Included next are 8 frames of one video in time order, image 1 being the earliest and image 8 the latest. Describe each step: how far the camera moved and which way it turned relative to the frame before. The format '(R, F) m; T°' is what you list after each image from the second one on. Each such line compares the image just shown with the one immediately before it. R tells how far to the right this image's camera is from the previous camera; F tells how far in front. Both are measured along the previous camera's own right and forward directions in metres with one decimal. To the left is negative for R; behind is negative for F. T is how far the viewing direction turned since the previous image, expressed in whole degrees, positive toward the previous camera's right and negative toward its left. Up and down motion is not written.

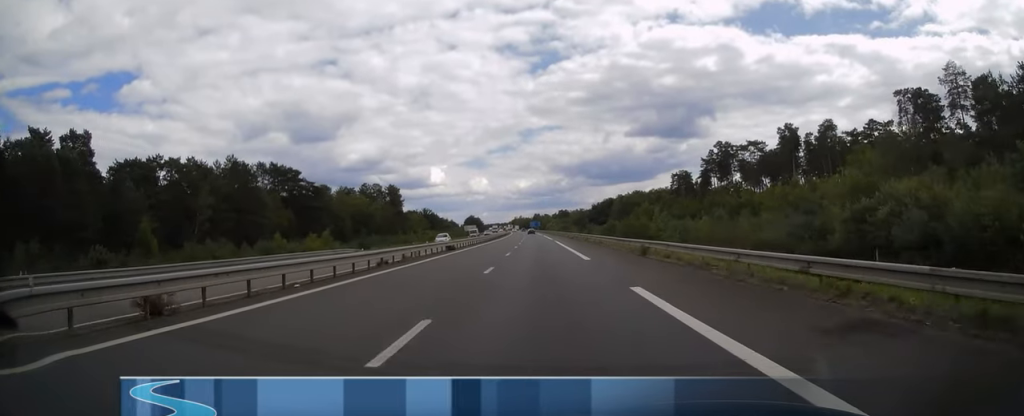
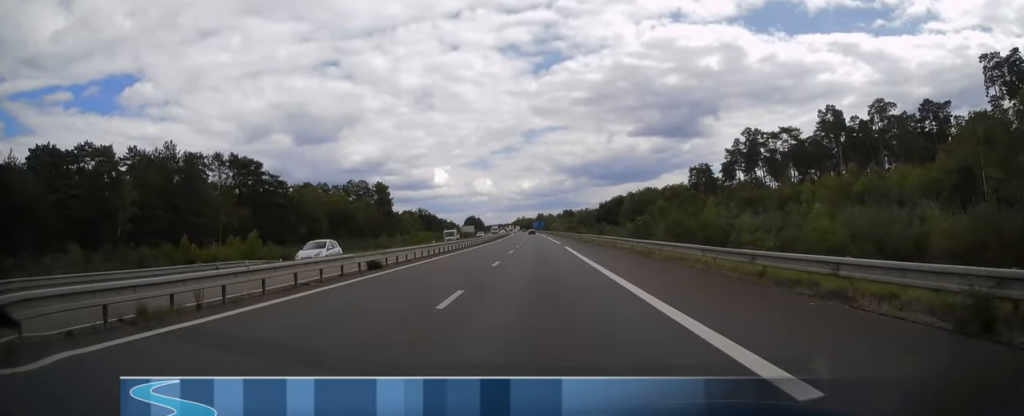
(0.0, +21.0) m; 0°
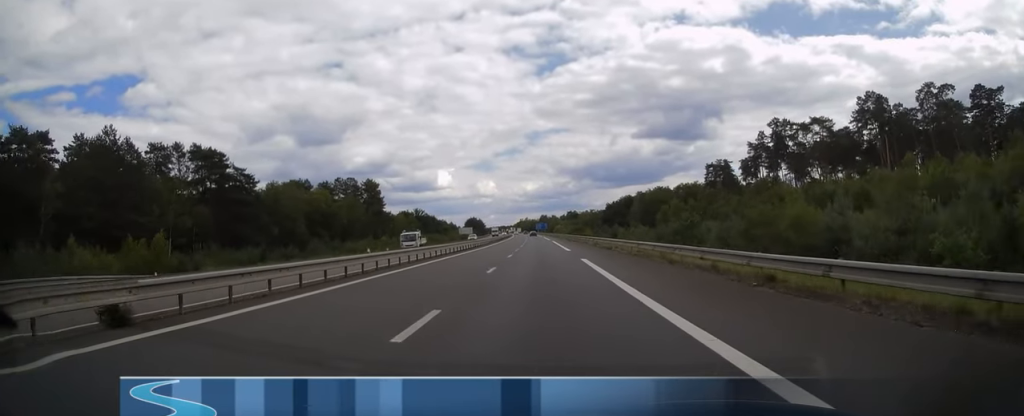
(0.0, +15.6) m; 0°
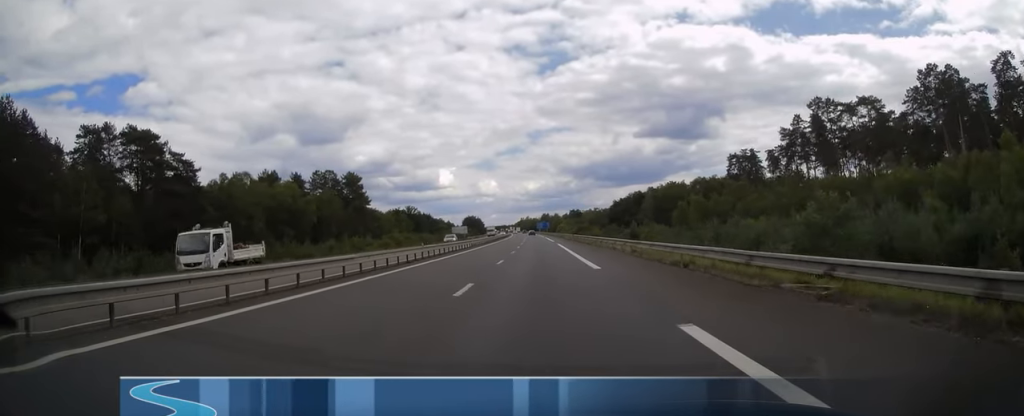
(0.0, +20.1) m; 0°
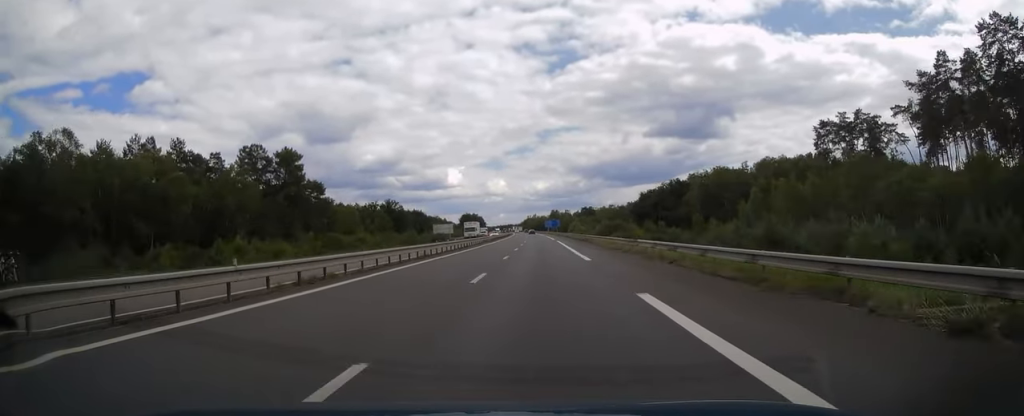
(-0.6, +47.9) m; -1°
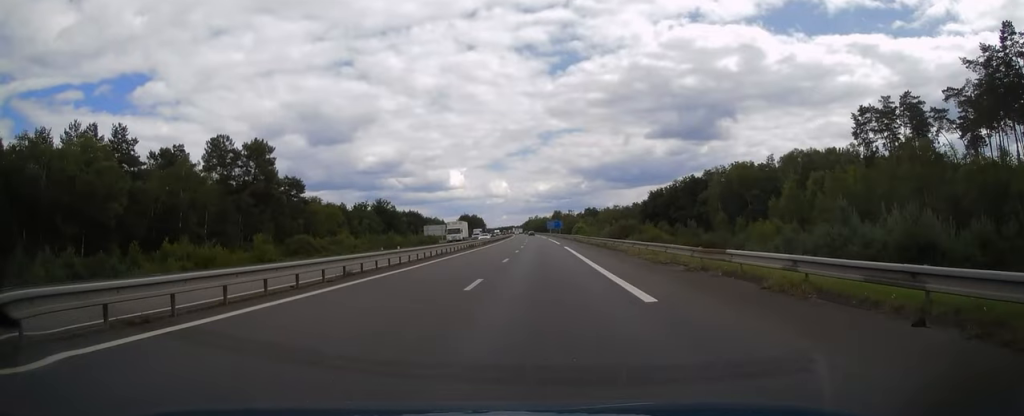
(0.0, +14.2) m; 0°
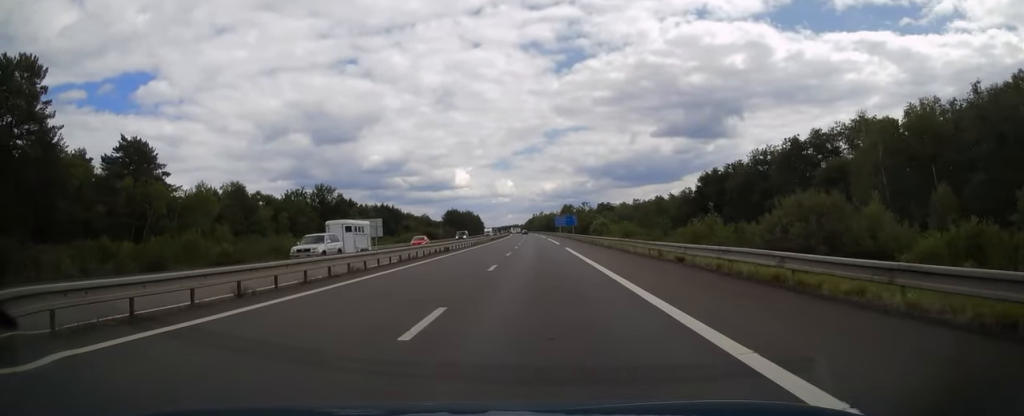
(-0.4, +59.1) m; 0°
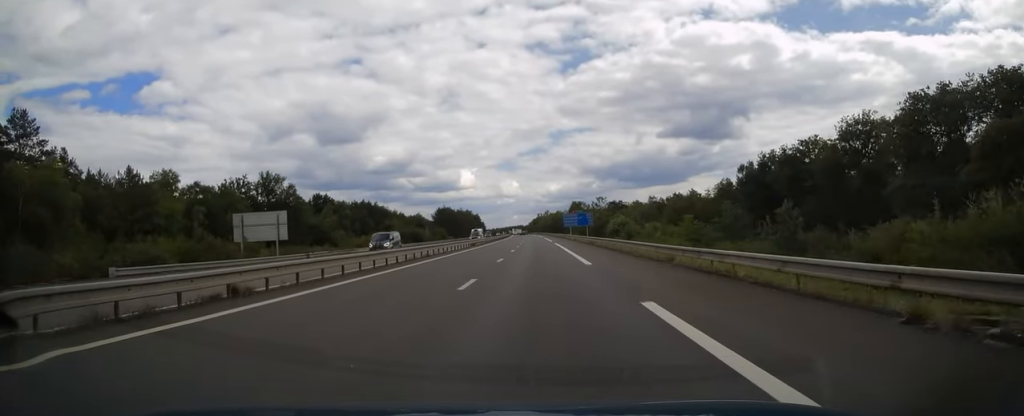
(0.0, +32.3) m; -1°
